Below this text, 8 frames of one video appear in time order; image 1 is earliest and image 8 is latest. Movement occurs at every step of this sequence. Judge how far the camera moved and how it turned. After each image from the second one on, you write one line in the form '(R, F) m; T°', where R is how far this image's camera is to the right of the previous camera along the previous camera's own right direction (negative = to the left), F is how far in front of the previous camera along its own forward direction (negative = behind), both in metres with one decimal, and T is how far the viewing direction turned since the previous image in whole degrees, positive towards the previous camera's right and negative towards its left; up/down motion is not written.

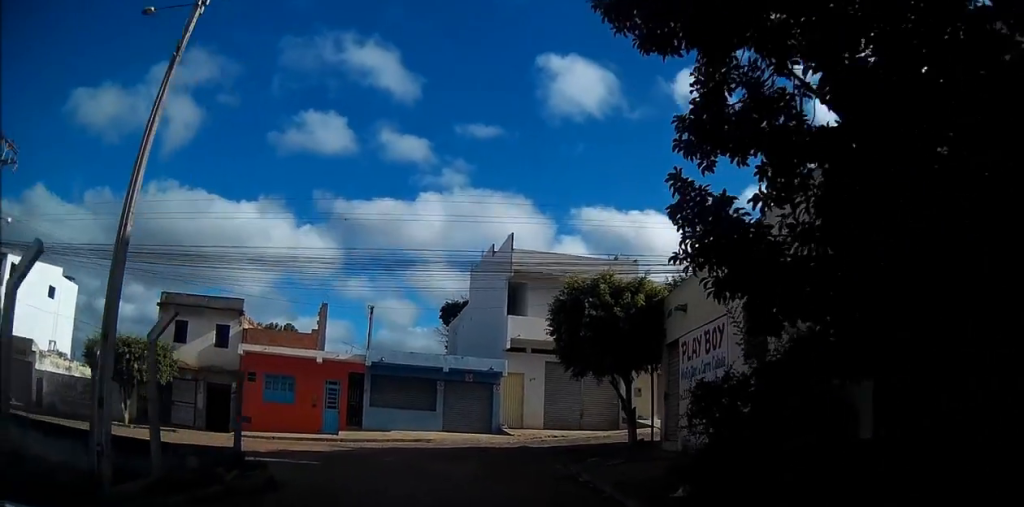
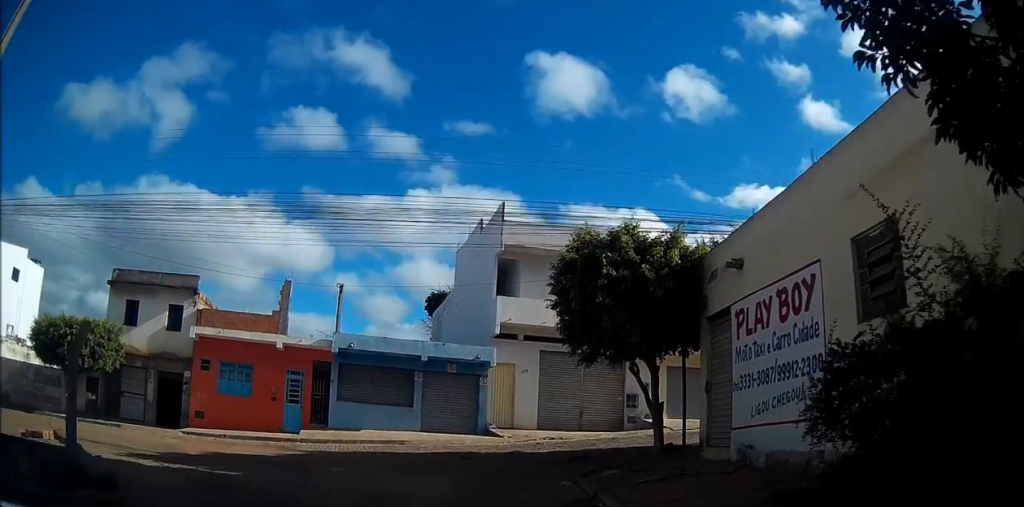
(-0.1, +4.2) m; 0°
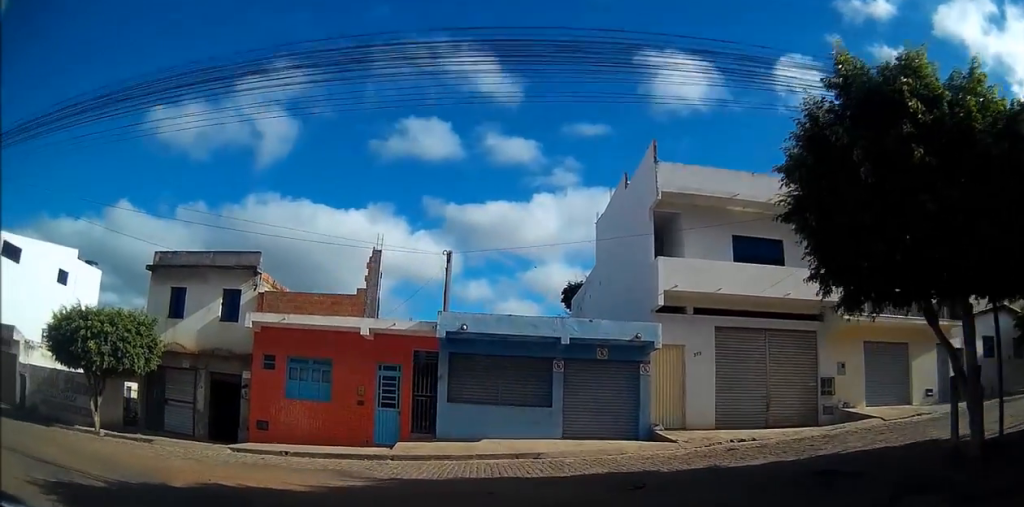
(-0.2, +7.0) m; -12°
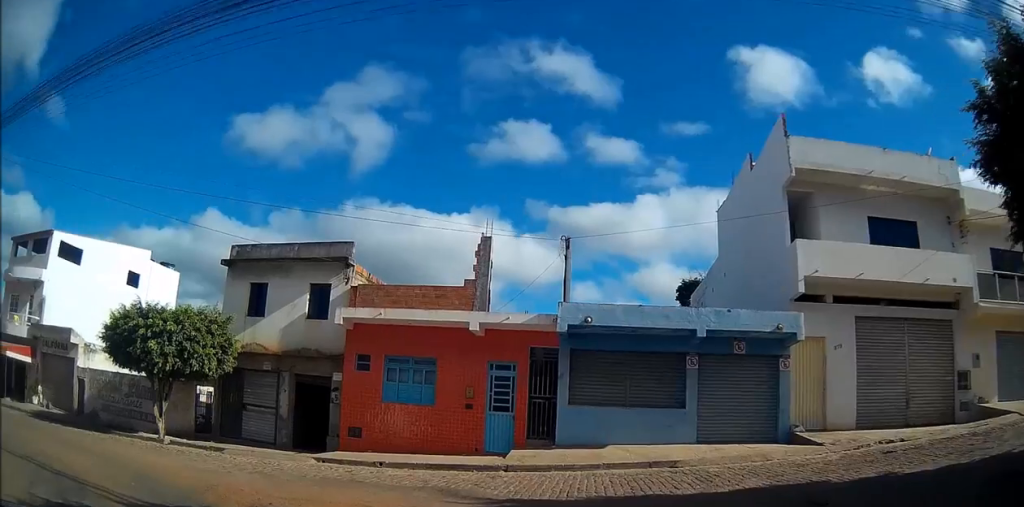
(-0.3, +2.3) m; -6°
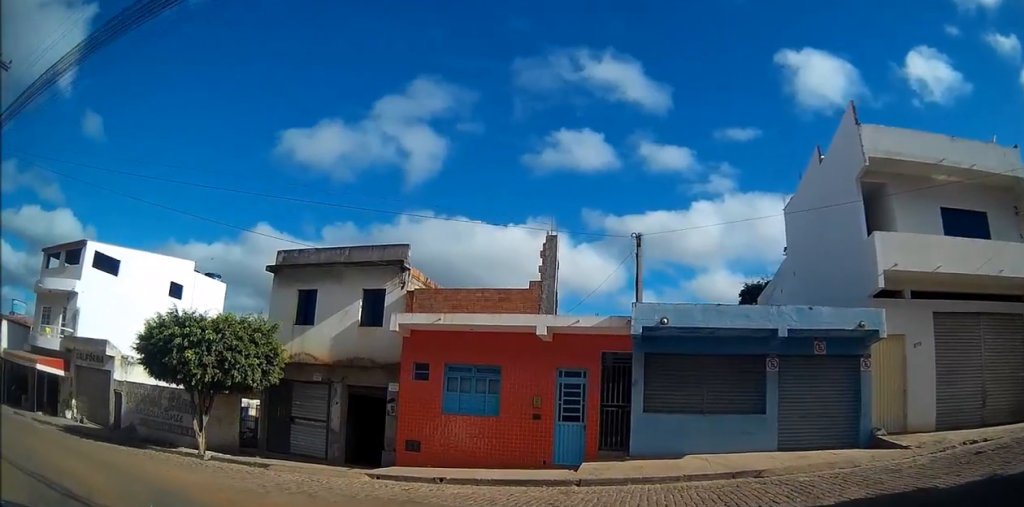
(0.0, +1.4) m; -4°
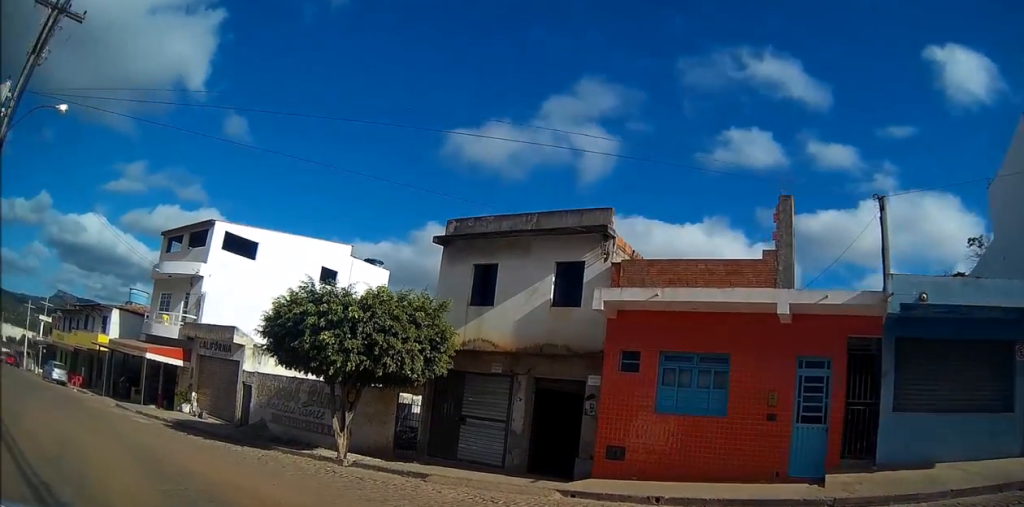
(-0.6, +4.3) m; -19°
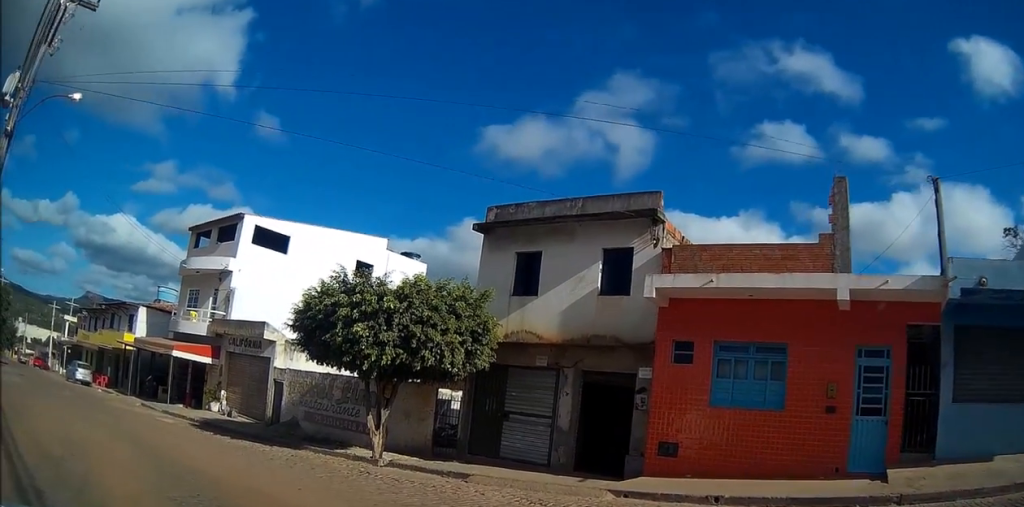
(0.0, +0.9) m; -3°
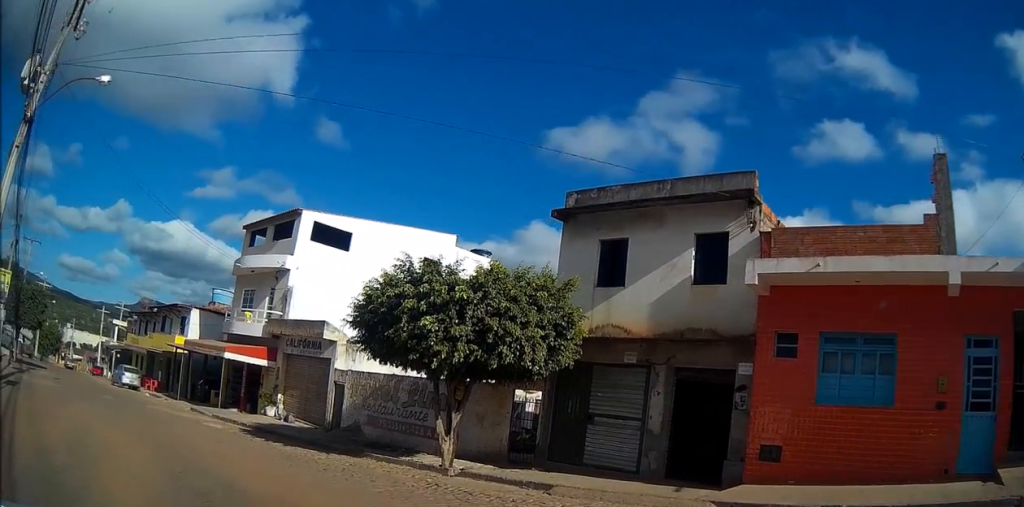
(-0.1, +1.5) m; -6°
